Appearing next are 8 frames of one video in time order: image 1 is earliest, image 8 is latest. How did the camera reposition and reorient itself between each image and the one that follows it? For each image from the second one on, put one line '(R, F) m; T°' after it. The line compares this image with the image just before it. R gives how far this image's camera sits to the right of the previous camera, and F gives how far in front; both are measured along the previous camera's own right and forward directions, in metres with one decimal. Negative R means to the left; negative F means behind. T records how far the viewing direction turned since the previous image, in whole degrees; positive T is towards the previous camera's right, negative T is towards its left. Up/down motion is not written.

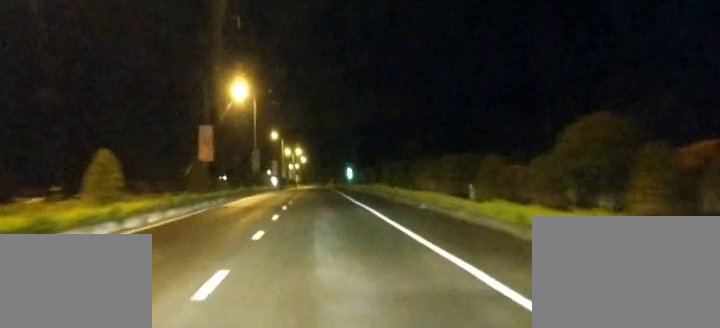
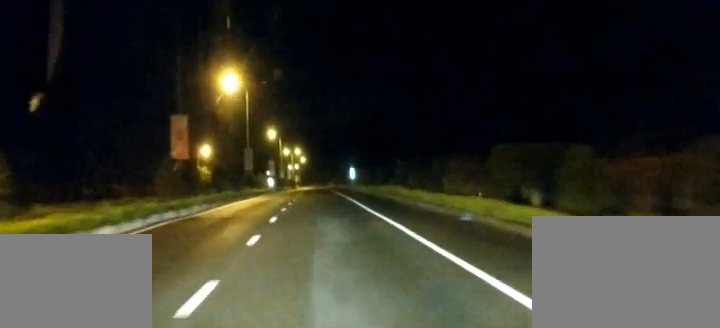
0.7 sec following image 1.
(0.0, +9.6) m; 0°
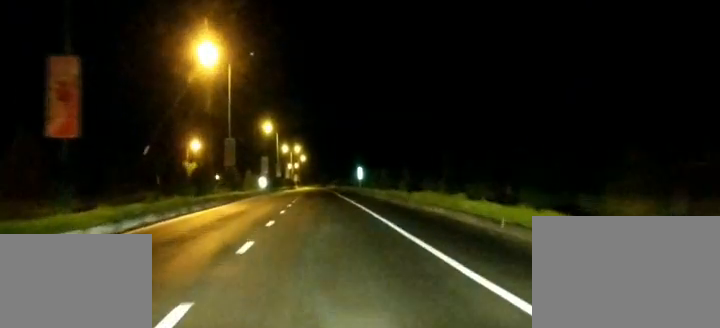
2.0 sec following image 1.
(+0.1, +18.2) m; 0°
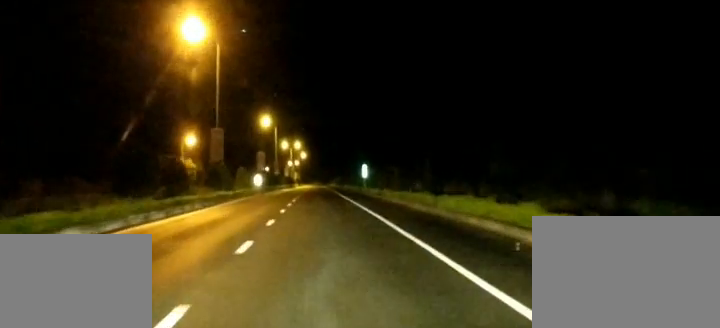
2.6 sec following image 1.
(-0.1, +7.6) m; 0°
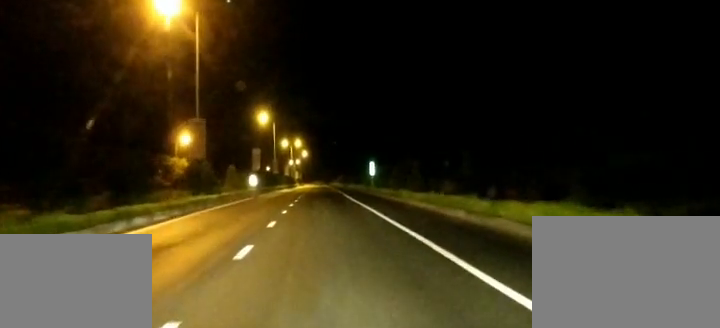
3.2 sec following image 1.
(-0.2, +9.2) m; +1°
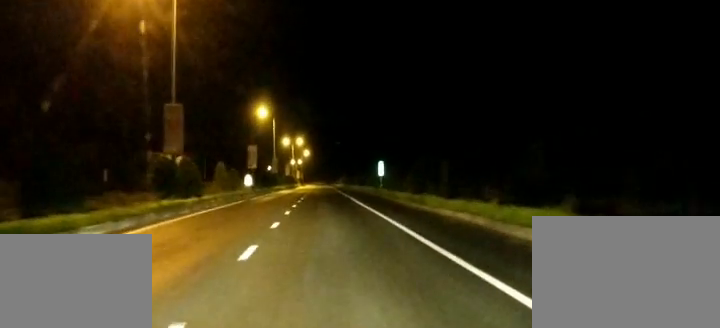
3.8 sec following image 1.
(+0.4, +8.0) m; 0°
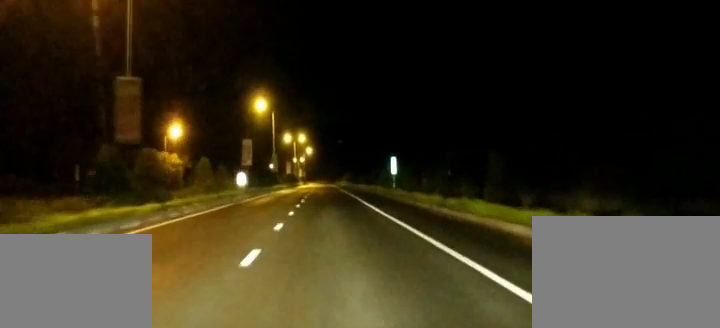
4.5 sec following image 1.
(0.0, +8.6) m; -1°
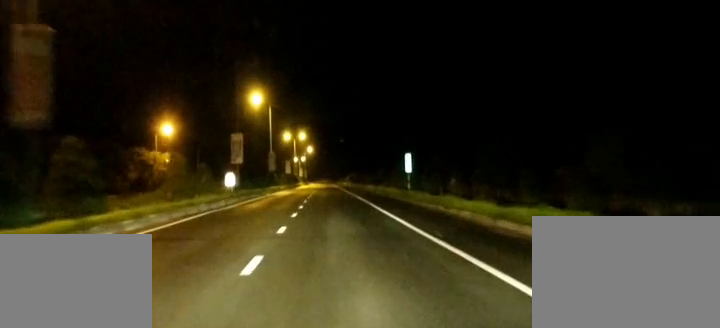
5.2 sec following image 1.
(-0.3, +9.1) m; -2°
